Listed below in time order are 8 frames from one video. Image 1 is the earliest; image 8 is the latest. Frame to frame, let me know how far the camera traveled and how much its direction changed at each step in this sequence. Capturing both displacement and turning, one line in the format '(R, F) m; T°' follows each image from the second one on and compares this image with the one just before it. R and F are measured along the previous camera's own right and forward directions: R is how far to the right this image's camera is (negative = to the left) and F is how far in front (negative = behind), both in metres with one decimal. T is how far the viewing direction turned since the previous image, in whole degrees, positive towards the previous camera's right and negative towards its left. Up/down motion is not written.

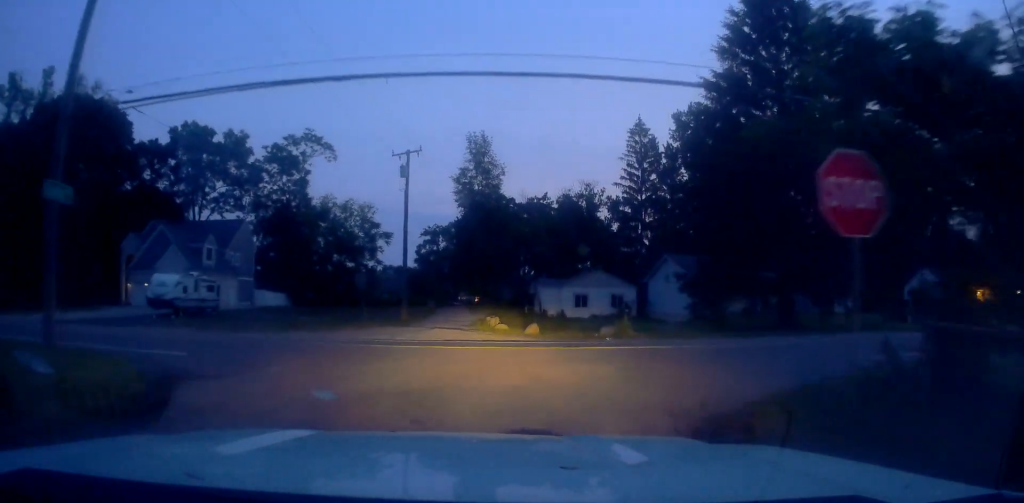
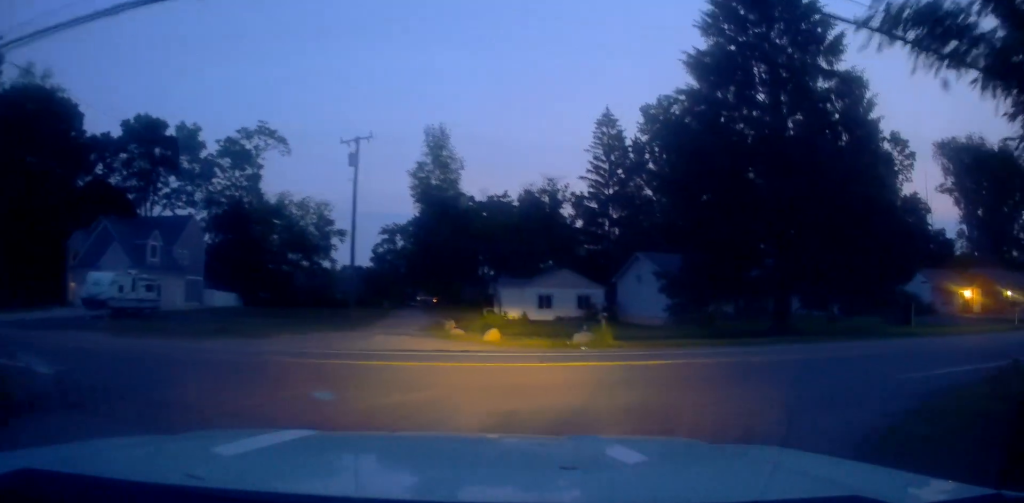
(0.0, +5.0) m; 0°
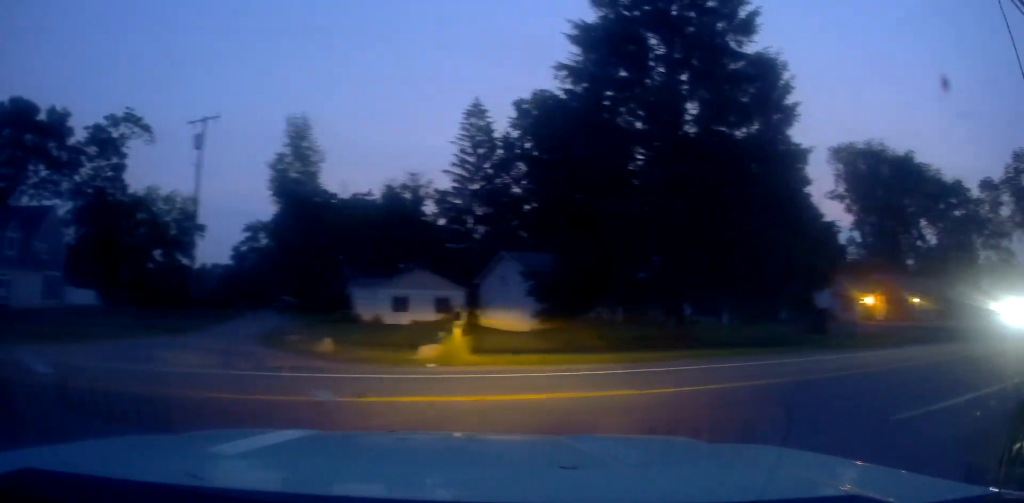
(0.0, +5.8) m; +4°
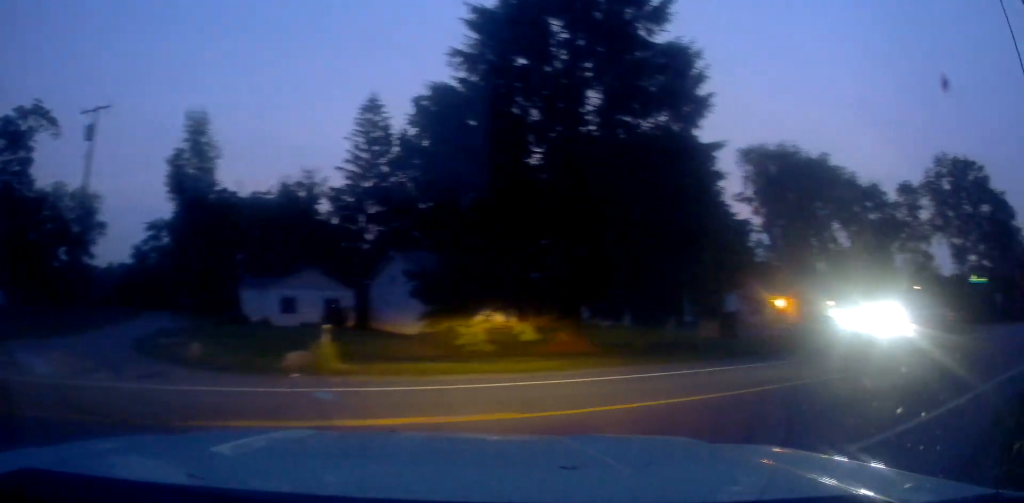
(-0.1, +2.3) m; +5°
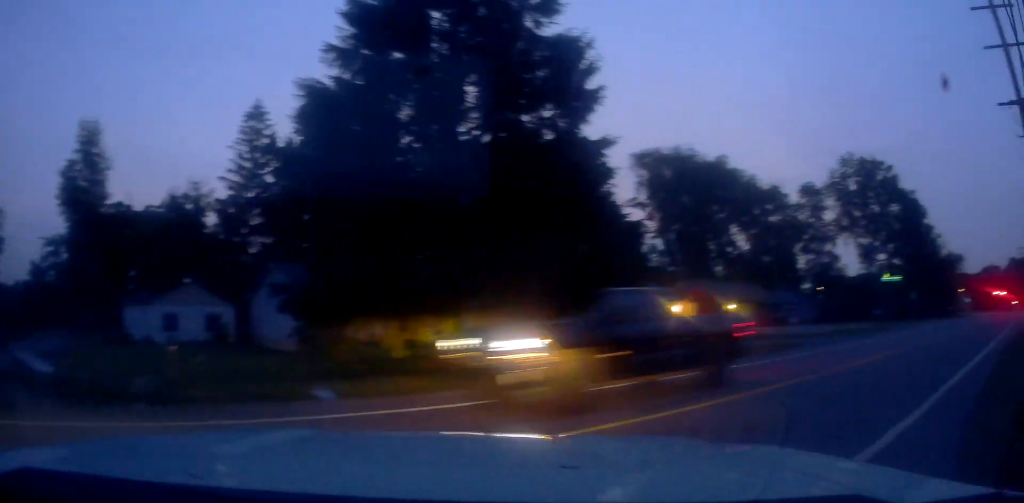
(+0.2, +1.9) m; +11°
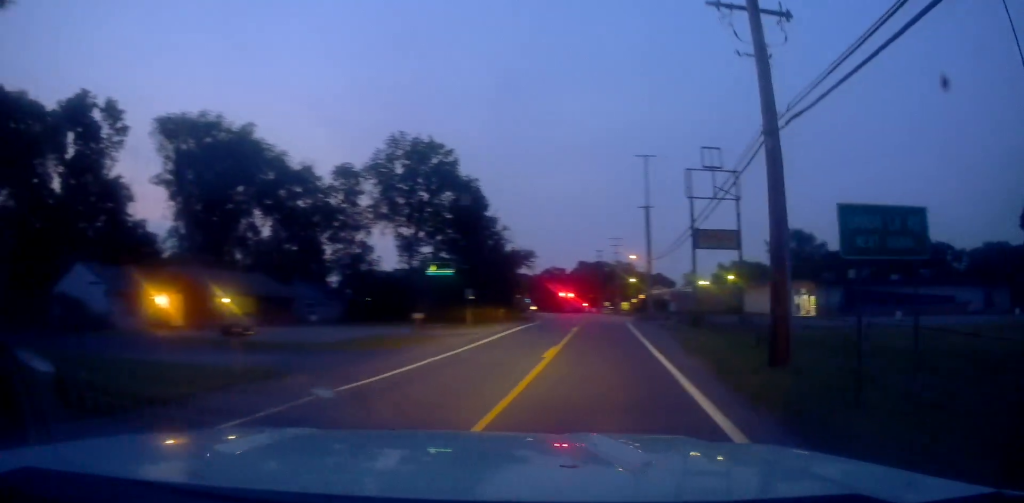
(+3.7, +7.4) m; +50°
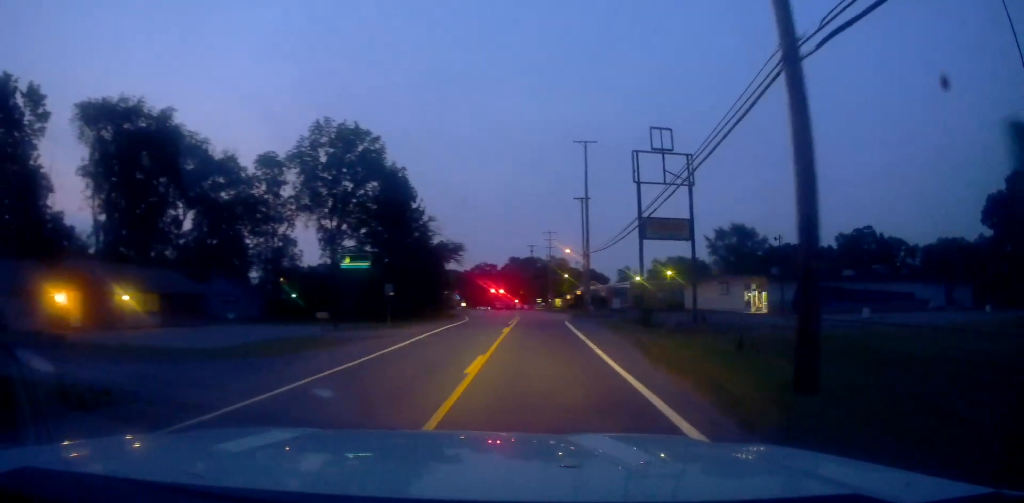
(+0.3, +2.9) m; +9°
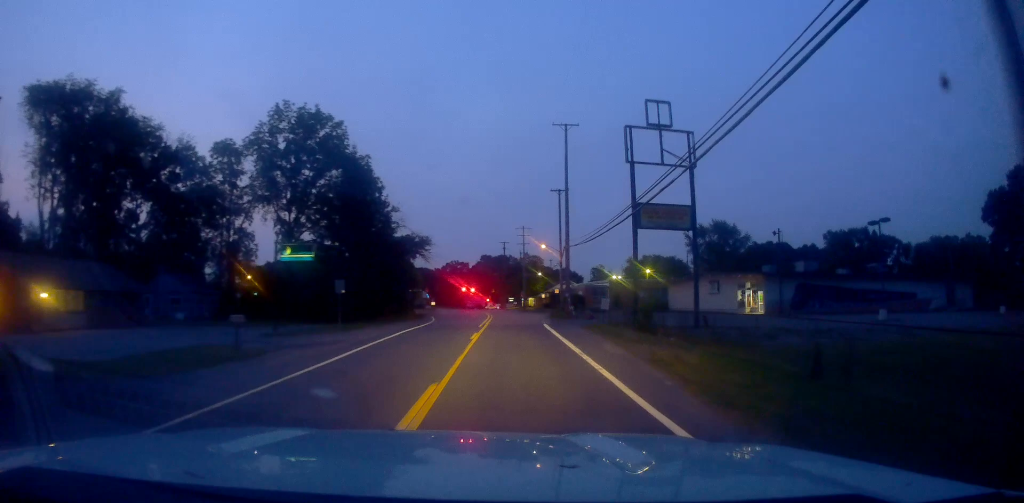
(+0.3, +3.9) m; +8°
